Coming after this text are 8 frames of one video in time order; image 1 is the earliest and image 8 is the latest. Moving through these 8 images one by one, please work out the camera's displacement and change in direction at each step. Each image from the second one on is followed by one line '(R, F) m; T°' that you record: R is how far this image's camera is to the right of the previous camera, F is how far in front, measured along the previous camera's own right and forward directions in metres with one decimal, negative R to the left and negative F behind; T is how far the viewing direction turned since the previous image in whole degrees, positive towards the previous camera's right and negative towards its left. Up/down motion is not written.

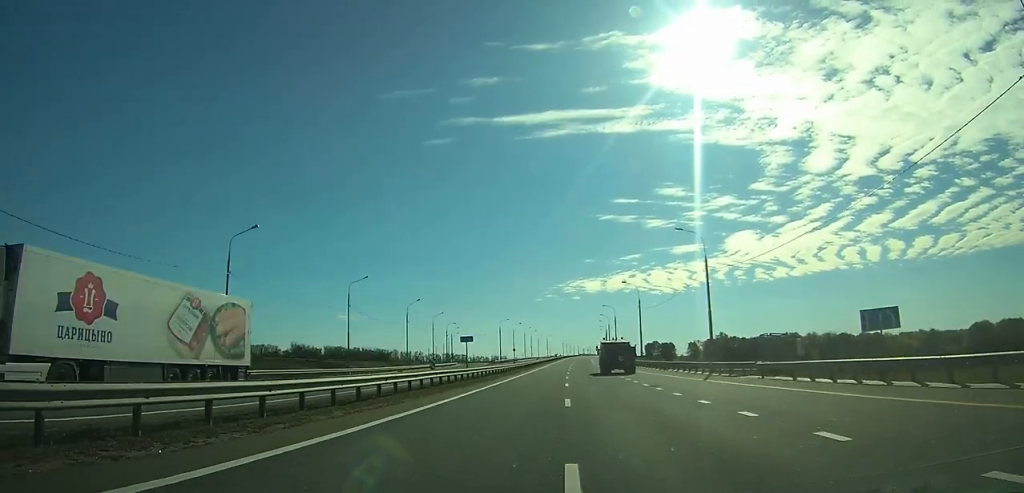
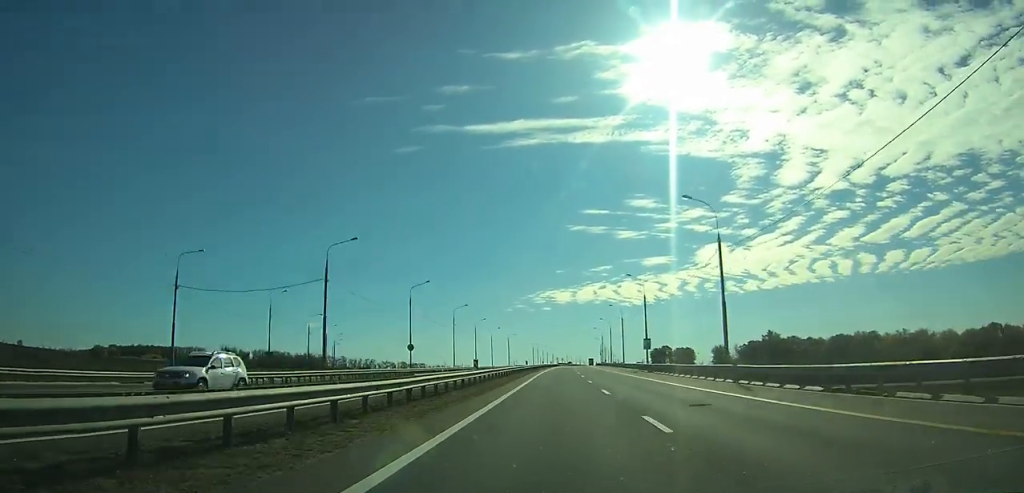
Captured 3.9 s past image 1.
(+2.2, +111.9) m; +3°
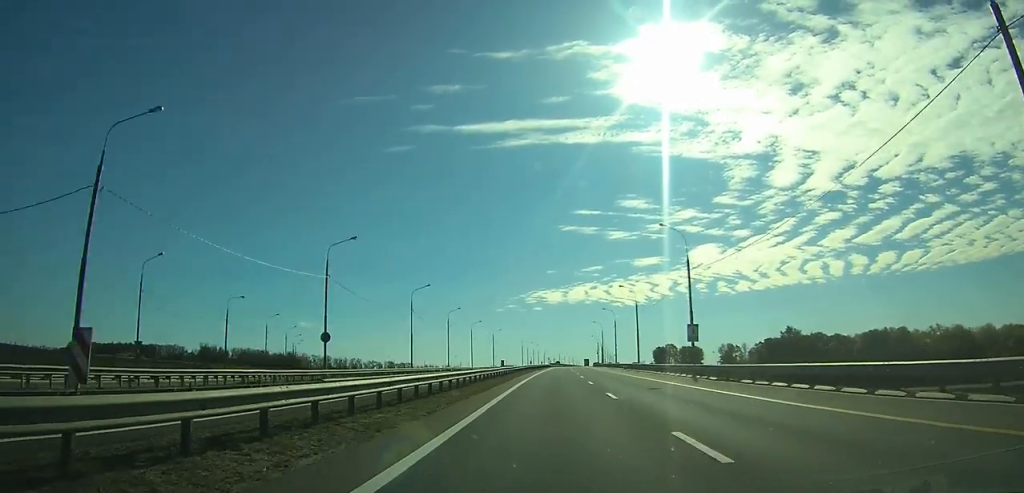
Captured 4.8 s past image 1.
(+0.3, +26.5) m; +1°
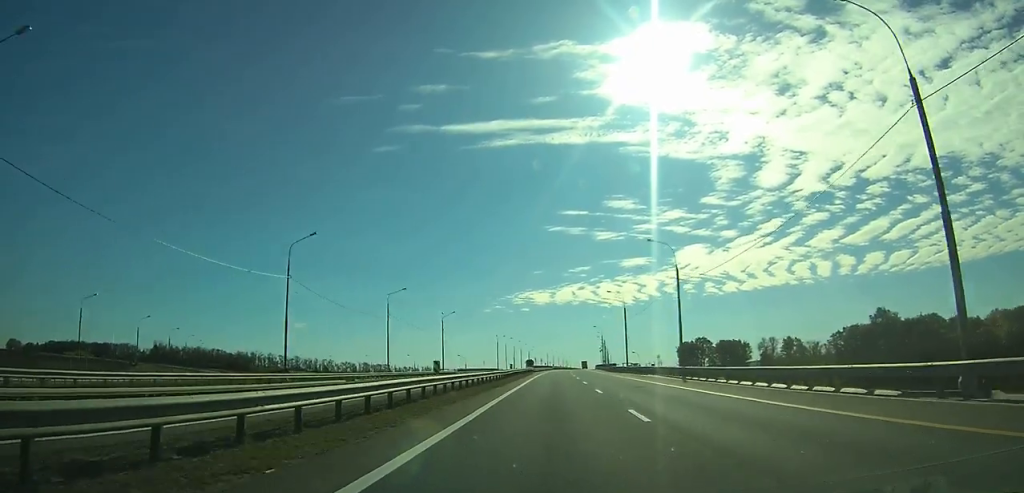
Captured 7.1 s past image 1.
(+1.0, +65.5) m; +2°
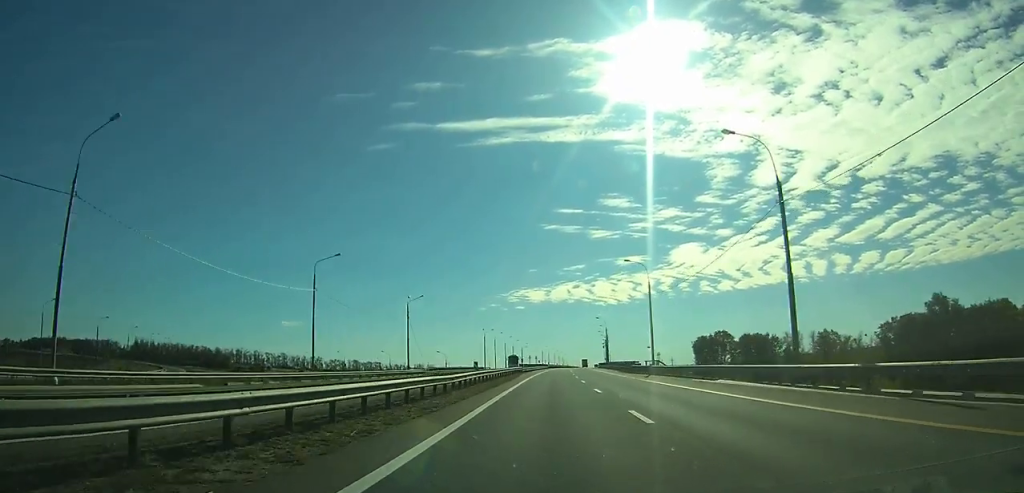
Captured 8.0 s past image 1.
(+0.2, +24.0) m; 0°
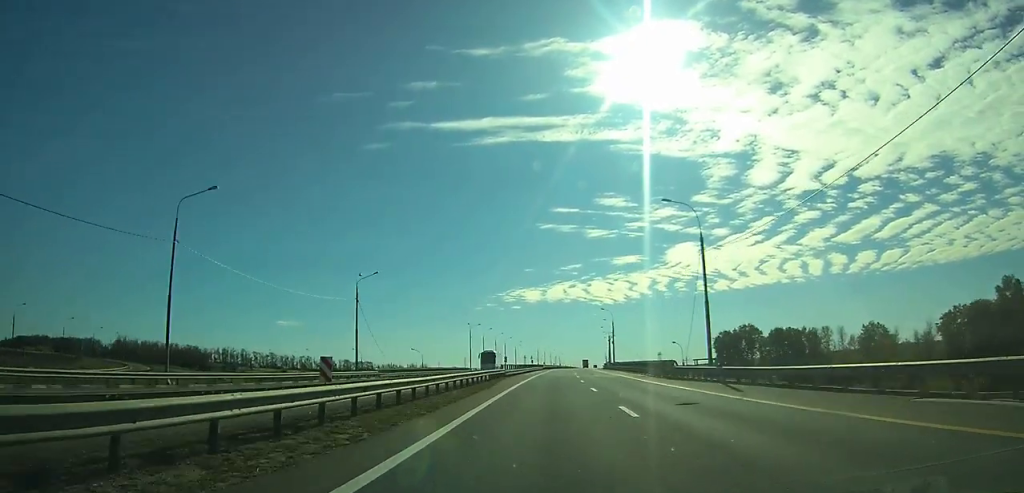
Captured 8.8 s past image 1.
(+0.2, +22.0) m; 0°
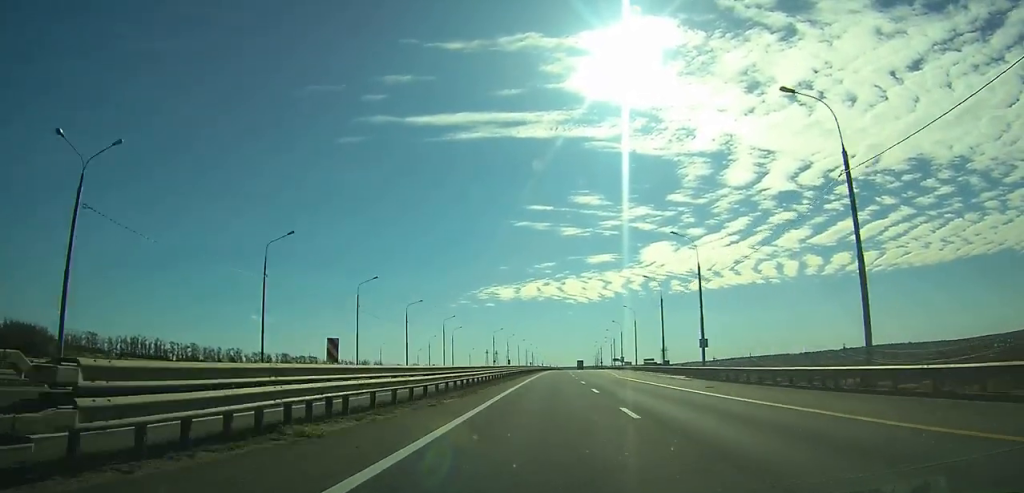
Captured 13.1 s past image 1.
(+2.0, +118.5) m; +2°
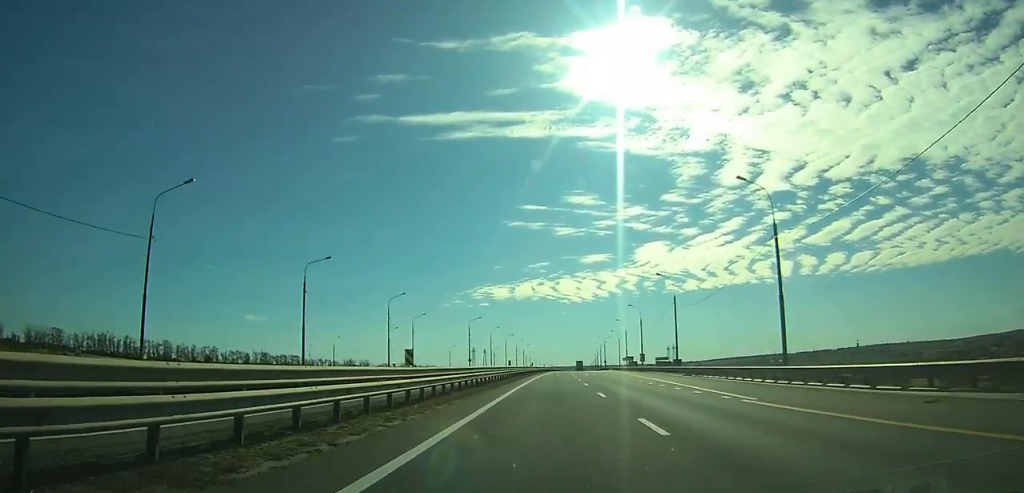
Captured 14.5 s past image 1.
(+0.1, +38.4) m; +1°
